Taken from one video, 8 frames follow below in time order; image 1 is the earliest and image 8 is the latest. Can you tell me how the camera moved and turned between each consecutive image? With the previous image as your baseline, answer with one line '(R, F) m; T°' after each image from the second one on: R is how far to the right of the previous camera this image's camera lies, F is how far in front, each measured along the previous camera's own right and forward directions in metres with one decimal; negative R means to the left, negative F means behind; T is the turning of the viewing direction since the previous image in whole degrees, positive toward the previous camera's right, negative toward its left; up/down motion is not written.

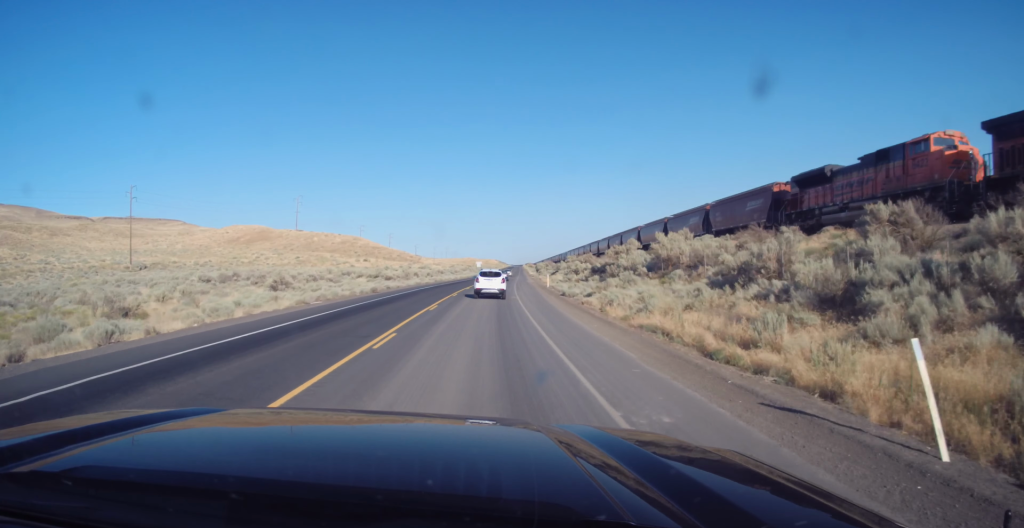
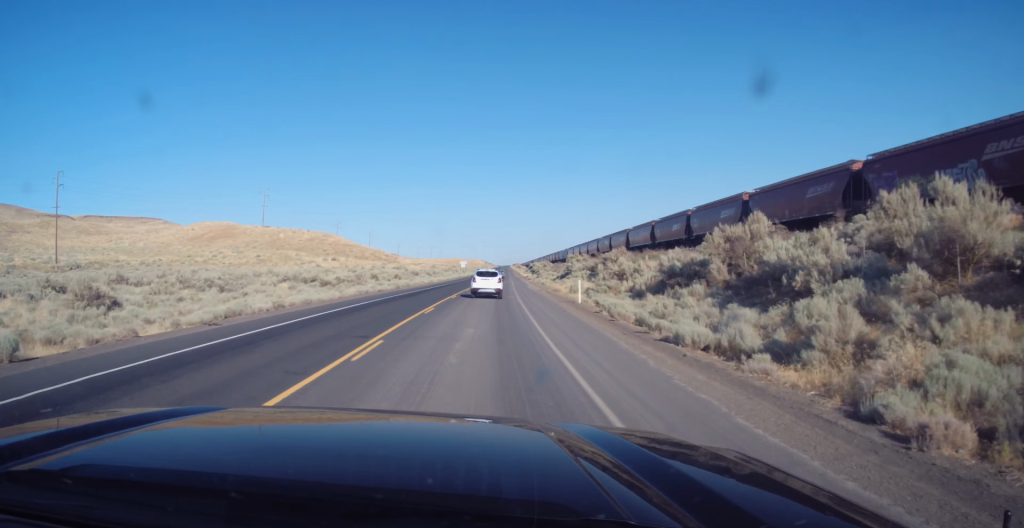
(+0.6, +26.3) m; +1°
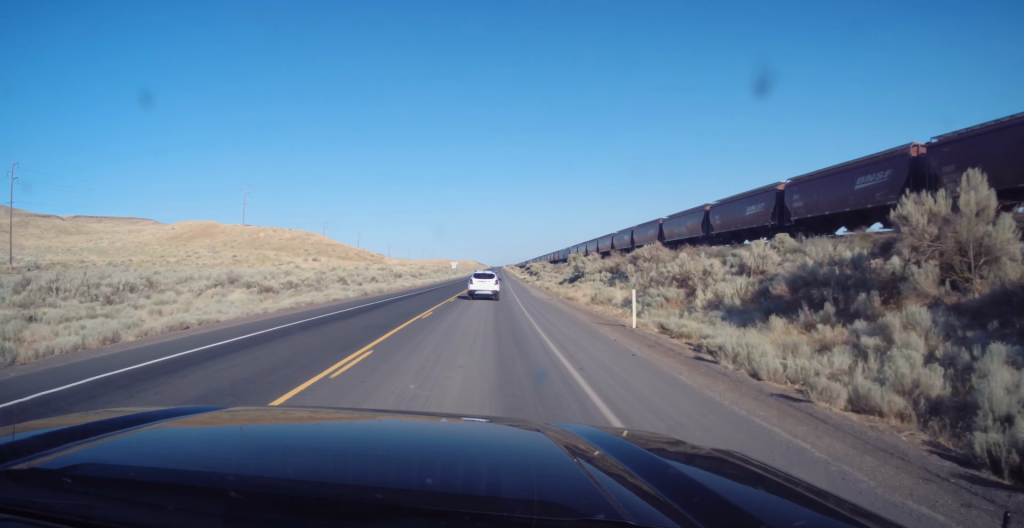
(-0.1, +13.3) m; 0°
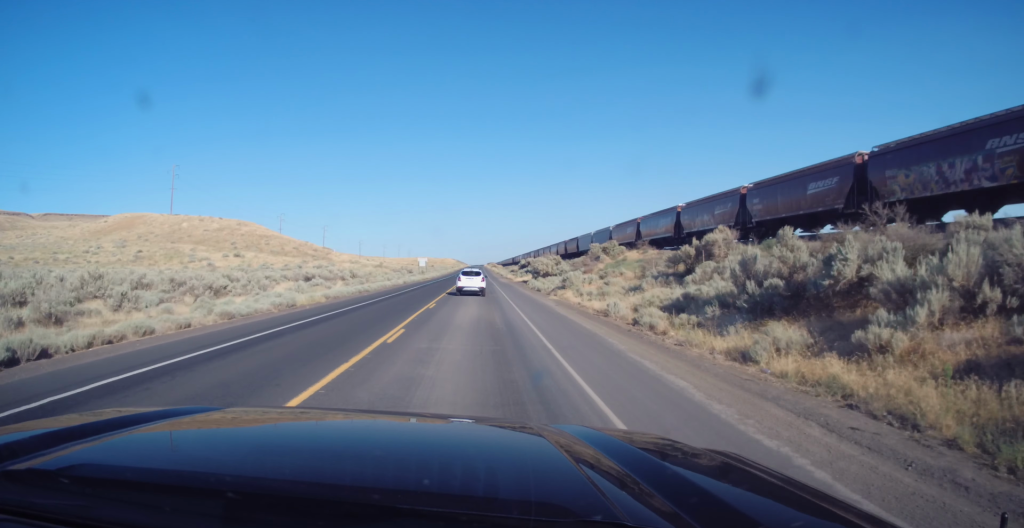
(+0.9, +43.1) m; +2°
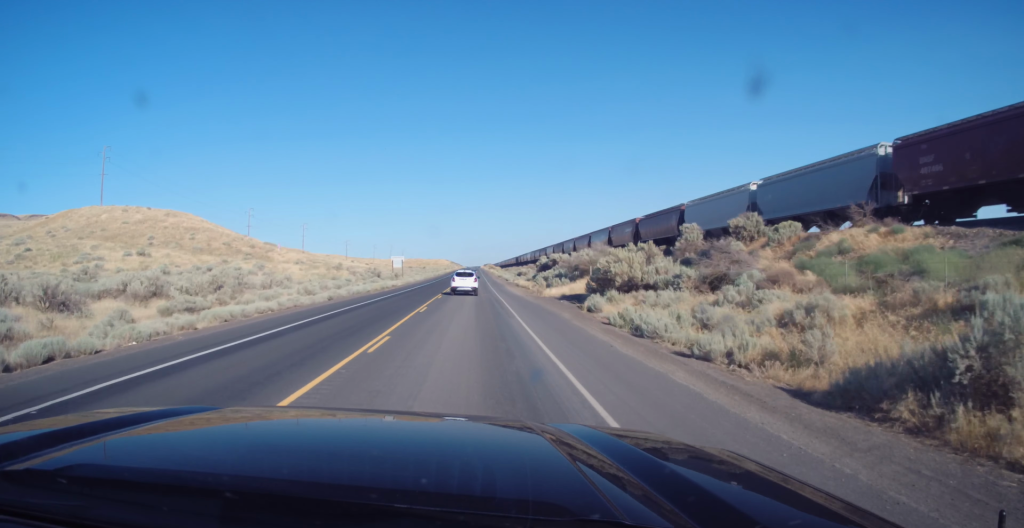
(0.0, +37.8) m; +1°
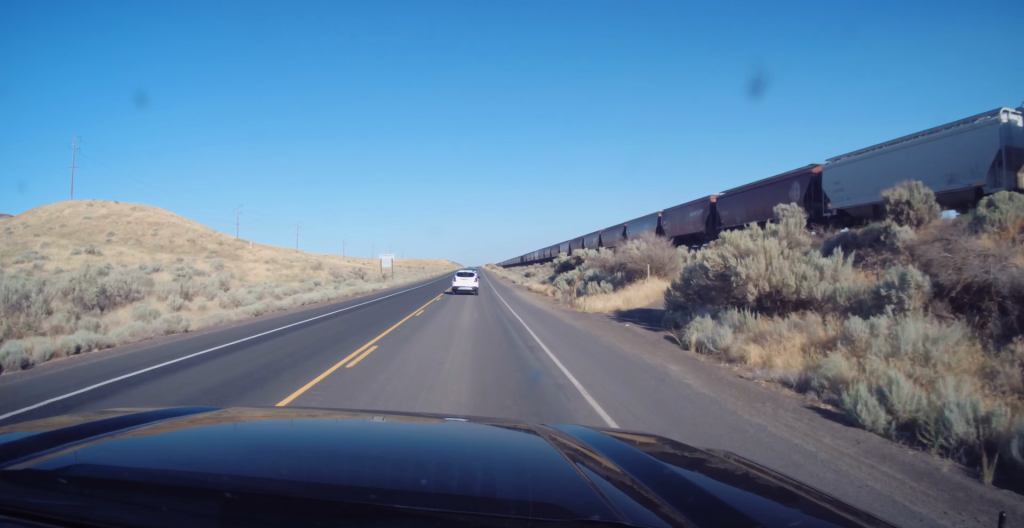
(+0.3, +14.0) m; +1°
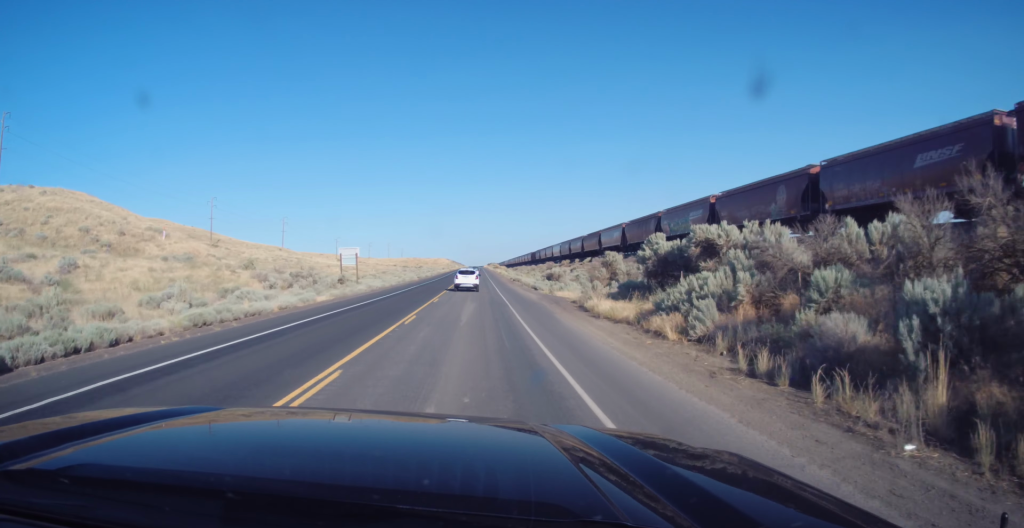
(-0.2, +27.5) m; -1°
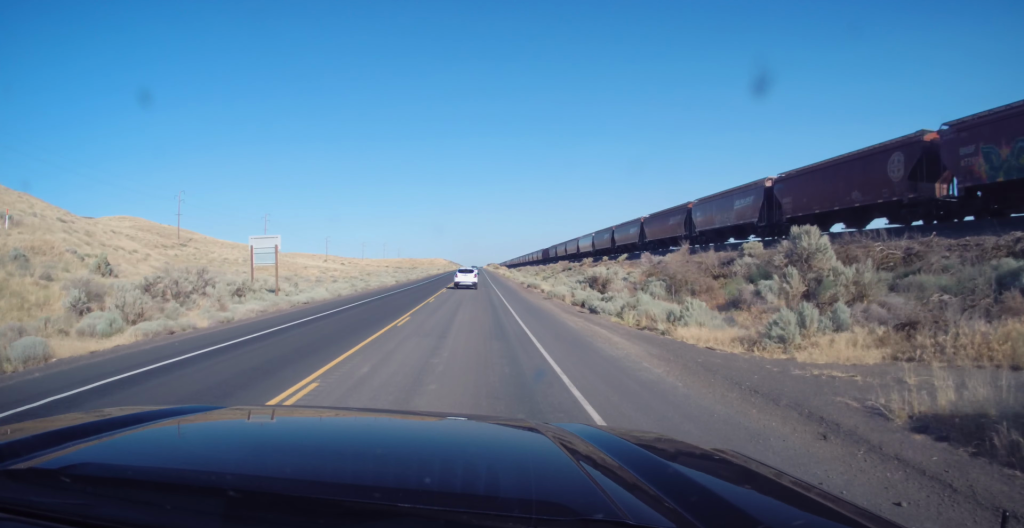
(-0.4, +25.7) m; 0°
